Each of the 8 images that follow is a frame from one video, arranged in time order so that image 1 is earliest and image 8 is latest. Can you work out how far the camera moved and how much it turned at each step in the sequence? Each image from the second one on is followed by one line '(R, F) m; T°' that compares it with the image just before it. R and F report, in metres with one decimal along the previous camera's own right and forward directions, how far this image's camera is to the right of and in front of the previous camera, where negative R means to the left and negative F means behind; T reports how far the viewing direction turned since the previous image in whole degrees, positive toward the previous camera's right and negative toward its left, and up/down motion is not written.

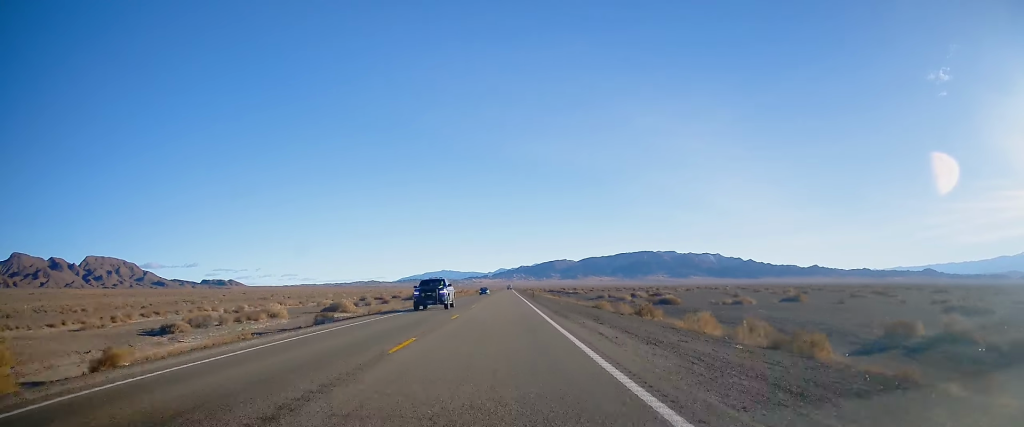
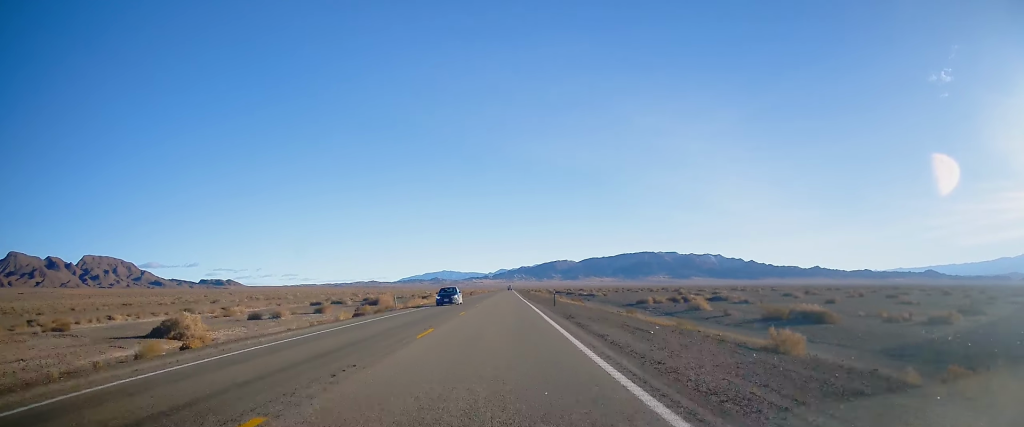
(-0.2, +33.4) m; 0°
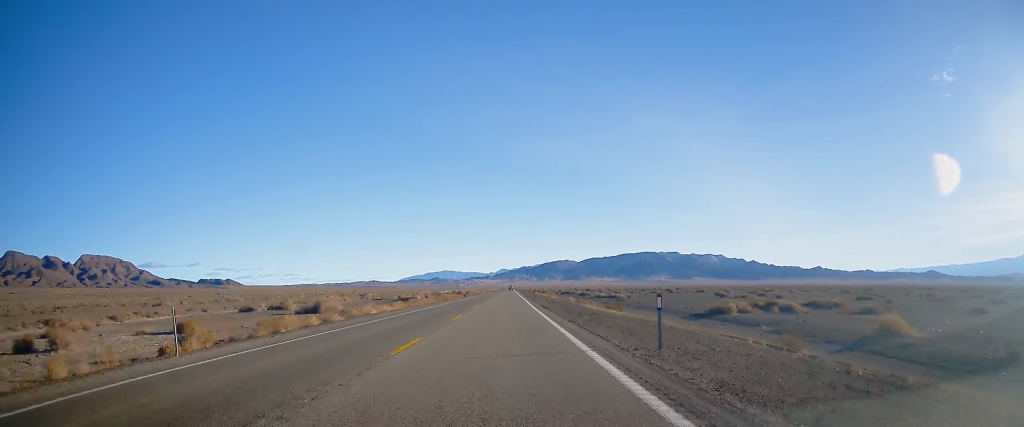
(0.0, +27.8) m; 0°
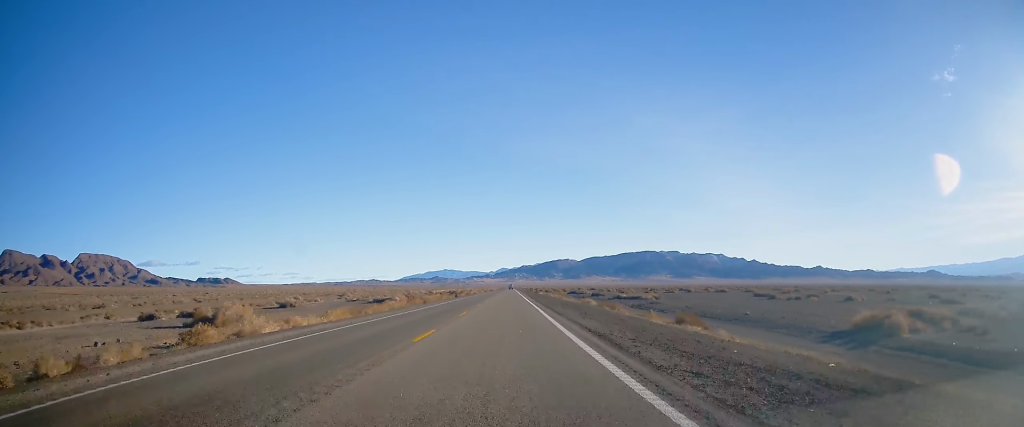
(+0.3, +22.1) m; 0°
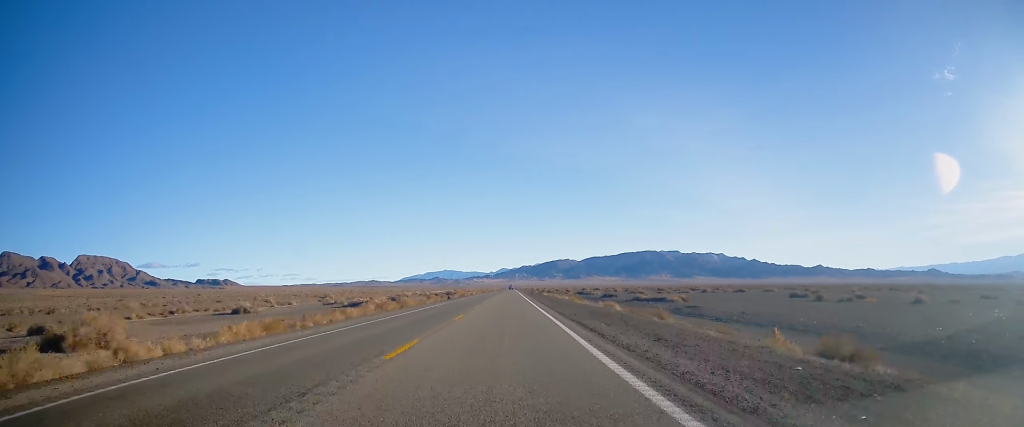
(0.0, +15.2) m; 0°
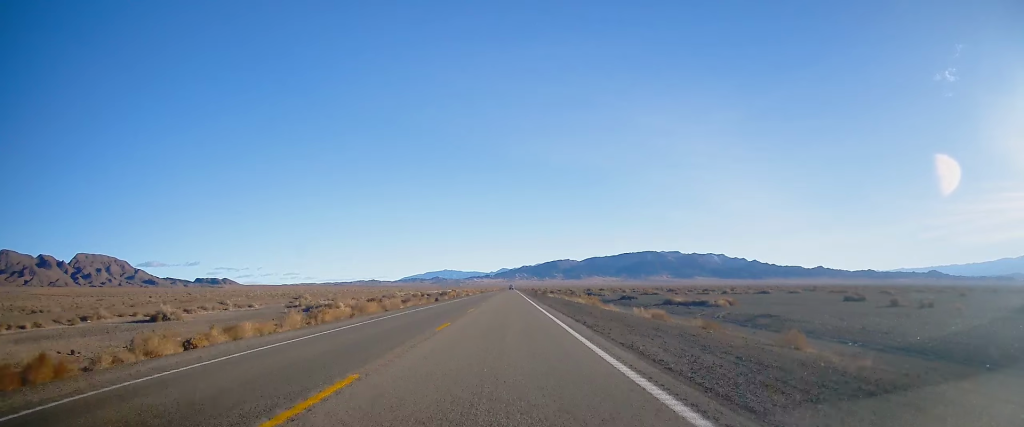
(-0.3, +17.5) m; 0°
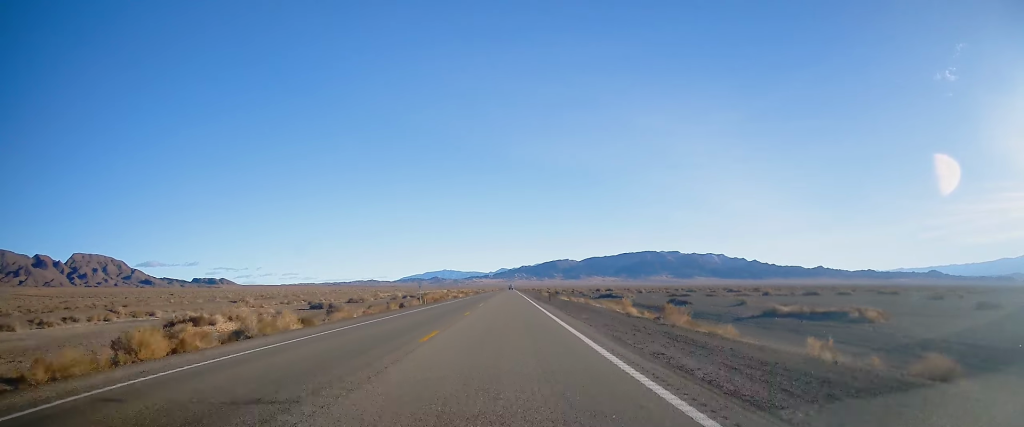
(+0.2, +27.7) m; 0°
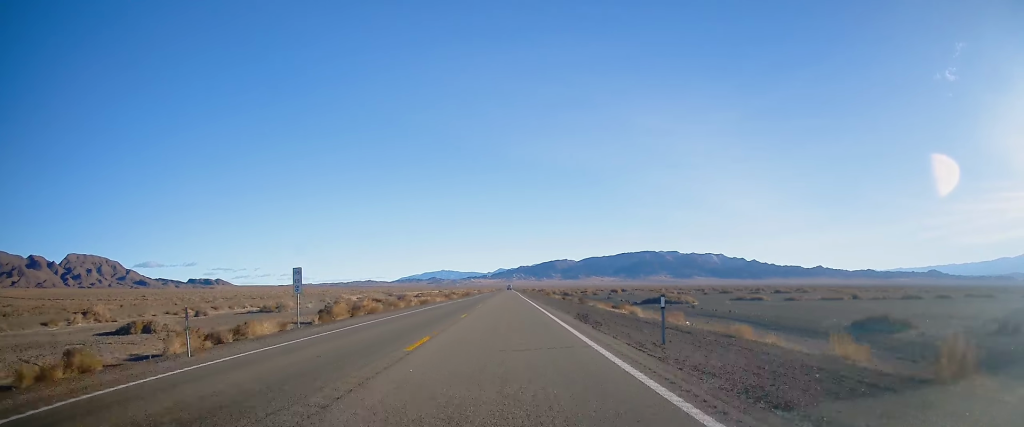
(+0.1, +38.0) m; 0°
